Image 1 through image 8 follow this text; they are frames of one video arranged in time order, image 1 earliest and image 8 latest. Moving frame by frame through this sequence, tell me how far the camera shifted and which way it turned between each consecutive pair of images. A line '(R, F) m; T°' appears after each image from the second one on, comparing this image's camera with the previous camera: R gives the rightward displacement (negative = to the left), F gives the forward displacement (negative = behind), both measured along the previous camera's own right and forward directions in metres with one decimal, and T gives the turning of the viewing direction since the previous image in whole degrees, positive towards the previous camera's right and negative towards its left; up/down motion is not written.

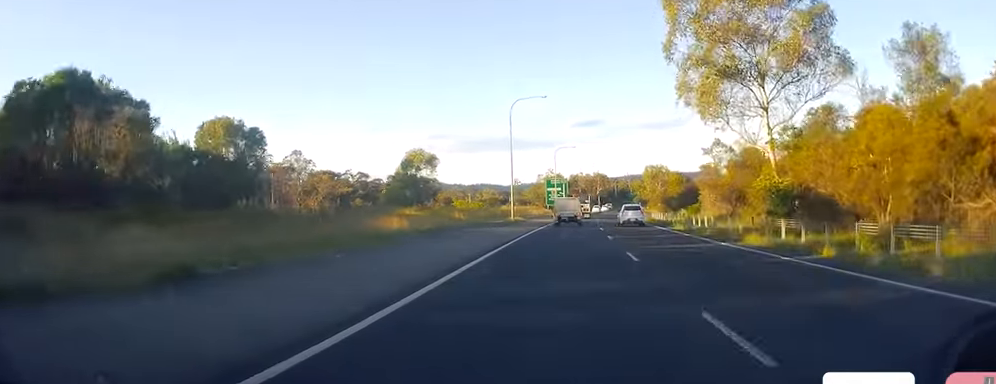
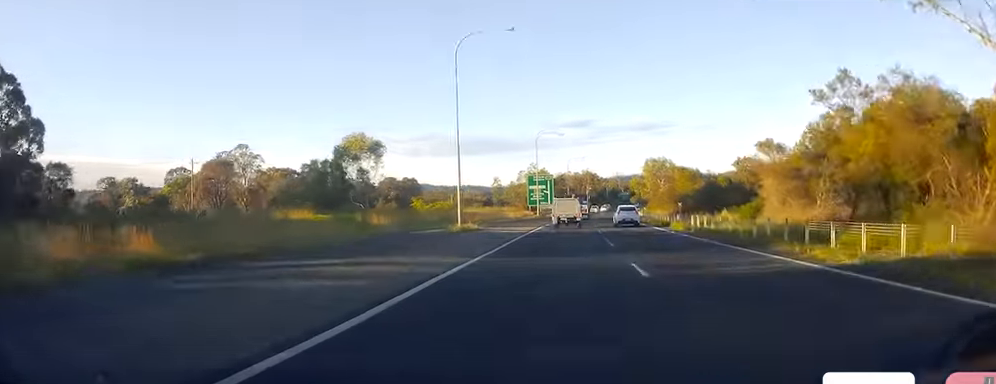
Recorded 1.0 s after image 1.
(+0.2, +28.5) m; +1°
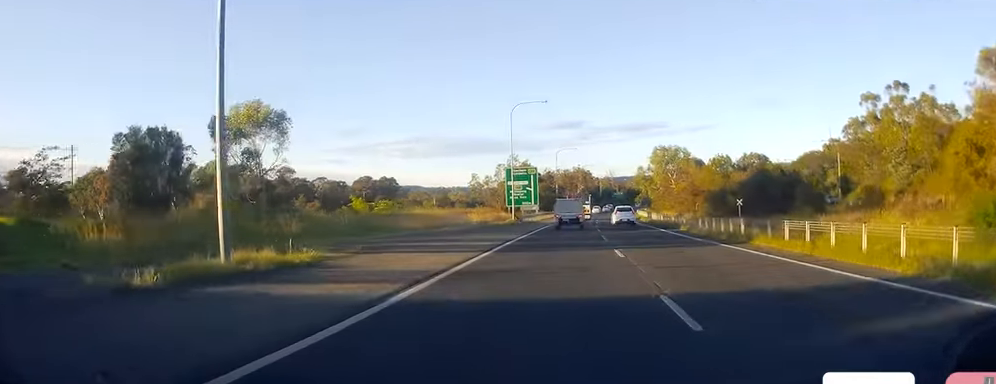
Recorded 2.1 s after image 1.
(+0.4, +30.3) m; +2°
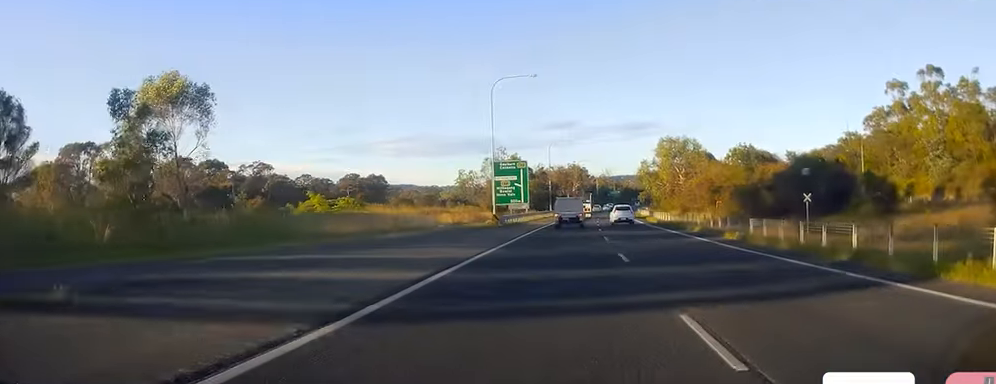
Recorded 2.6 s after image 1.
(+0.2, +14.2) m; +1°
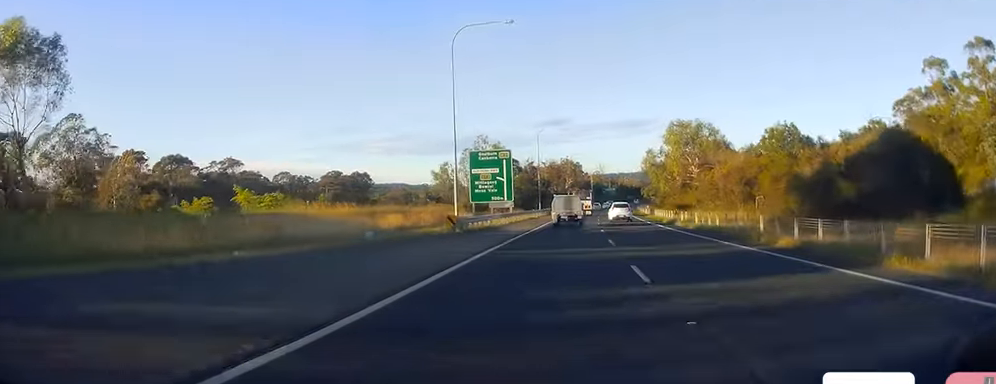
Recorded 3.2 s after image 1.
(+0.3, +17.1) m; 0°
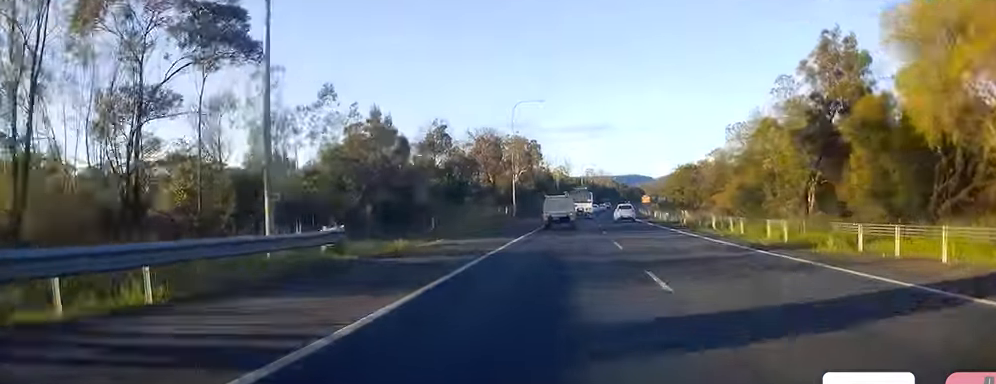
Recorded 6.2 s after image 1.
(+1.2, +85.8) m; +2°
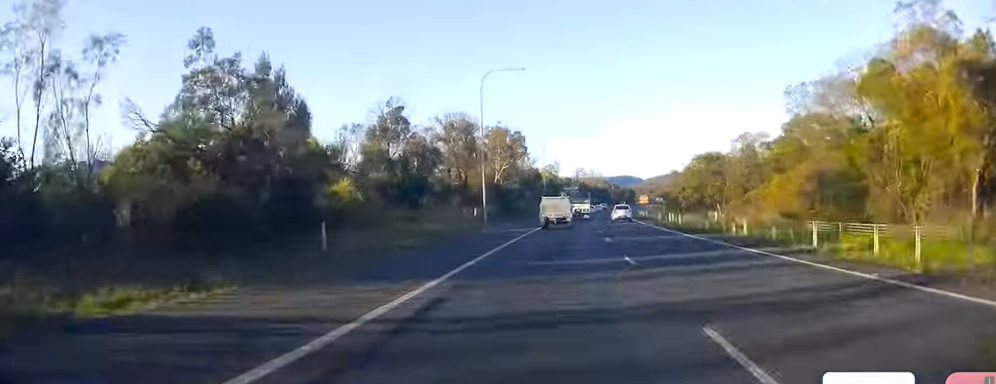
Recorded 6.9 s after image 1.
(0.0, +18.8) m; +1°
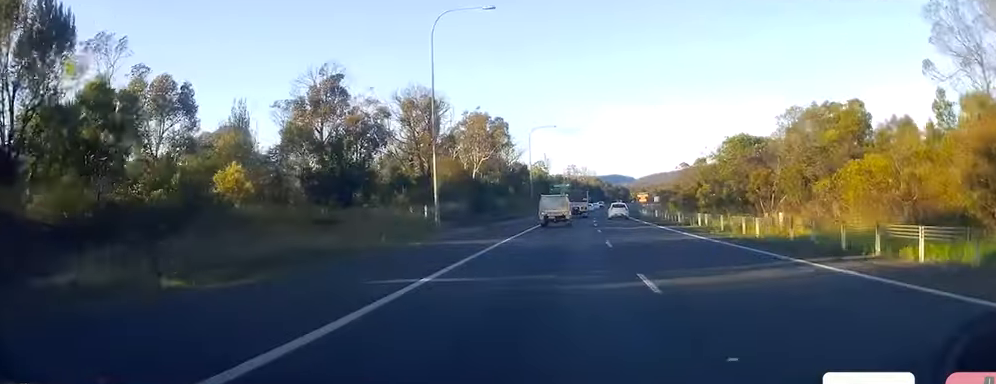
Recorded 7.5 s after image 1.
(+0.2, +17.9) m; +1°
